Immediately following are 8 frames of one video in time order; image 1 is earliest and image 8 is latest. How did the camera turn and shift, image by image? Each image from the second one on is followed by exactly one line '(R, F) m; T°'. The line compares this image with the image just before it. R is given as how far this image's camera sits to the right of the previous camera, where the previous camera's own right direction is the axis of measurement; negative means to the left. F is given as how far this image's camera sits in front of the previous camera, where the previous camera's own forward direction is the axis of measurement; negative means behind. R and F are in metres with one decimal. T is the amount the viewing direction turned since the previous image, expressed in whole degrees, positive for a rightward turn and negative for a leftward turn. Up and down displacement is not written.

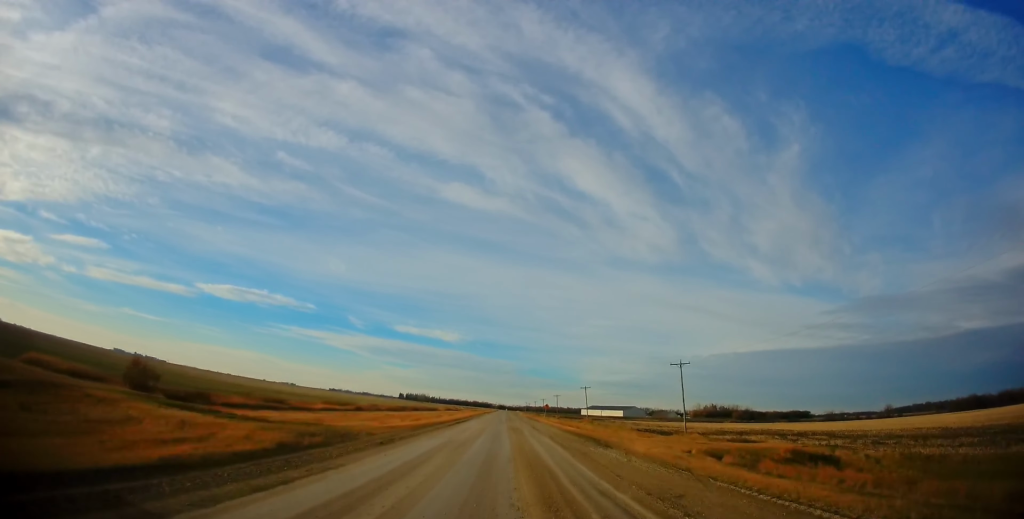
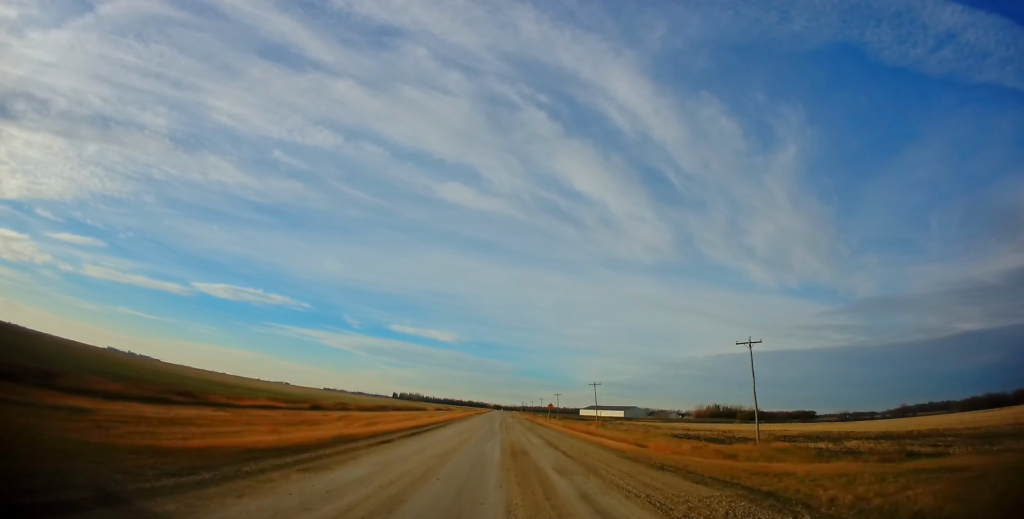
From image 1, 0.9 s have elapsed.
(0.0, +20.8) m; 0°
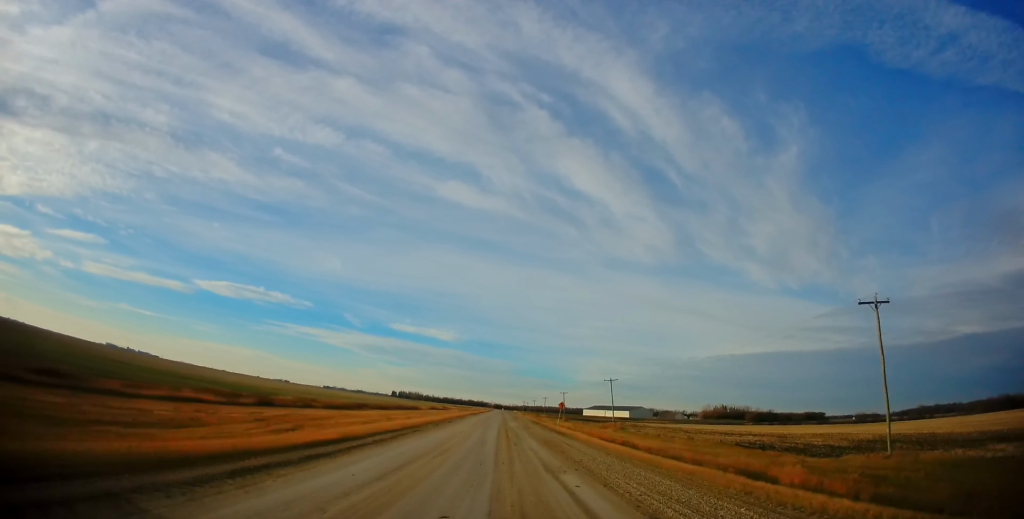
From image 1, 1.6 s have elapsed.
(+0.2, +17.3) m; 0°
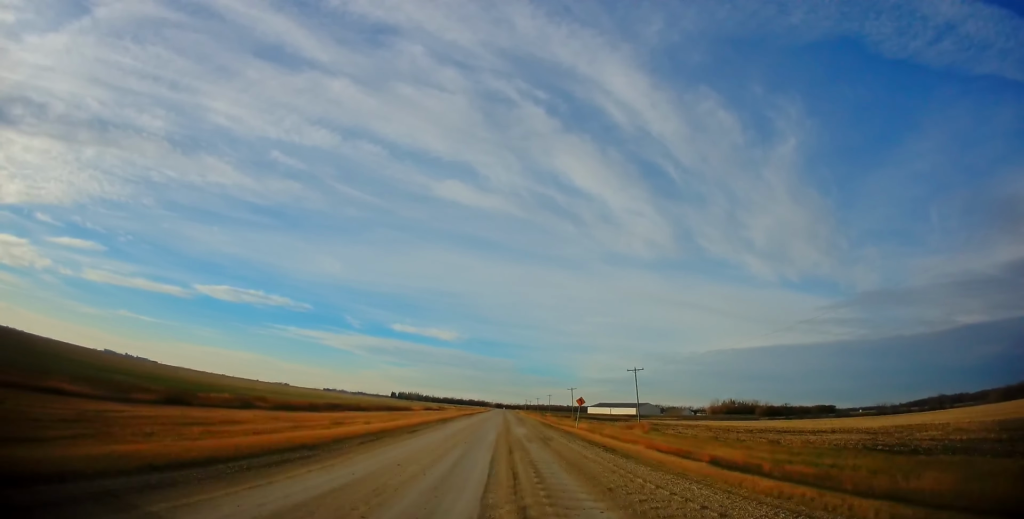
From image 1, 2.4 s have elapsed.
(-0.1, +18.1) m; 0°
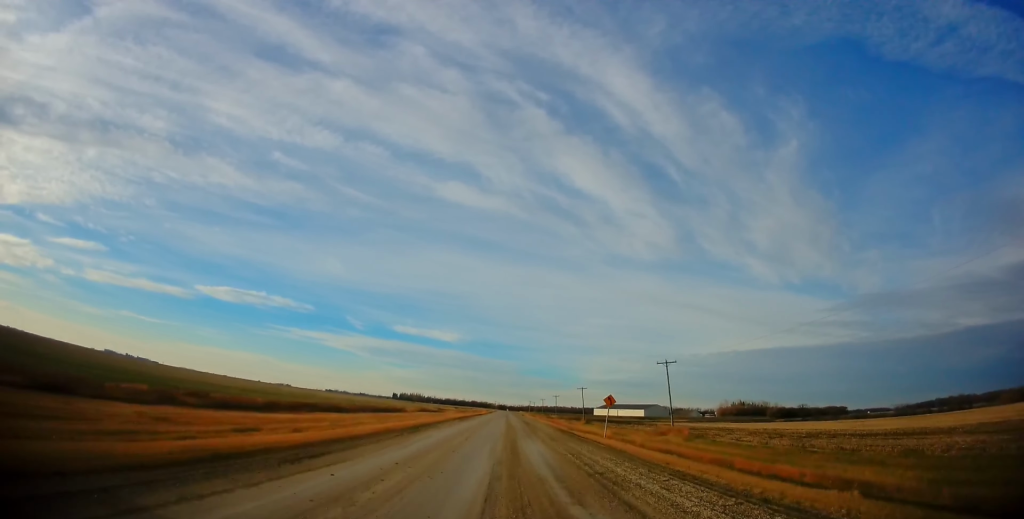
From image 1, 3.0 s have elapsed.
(0.0, +15.0) m; 0°
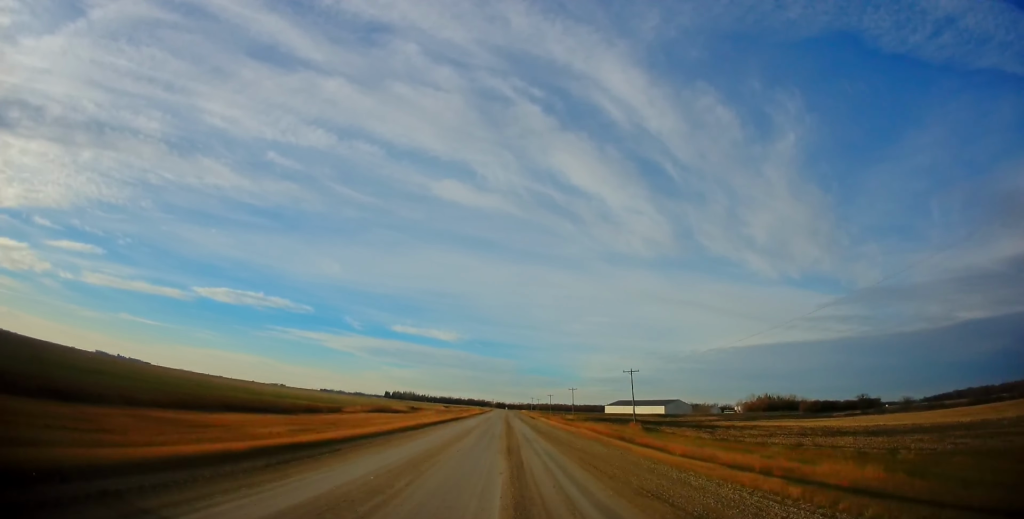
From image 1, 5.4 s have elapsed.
(+0.5, +55.4) m; +1°
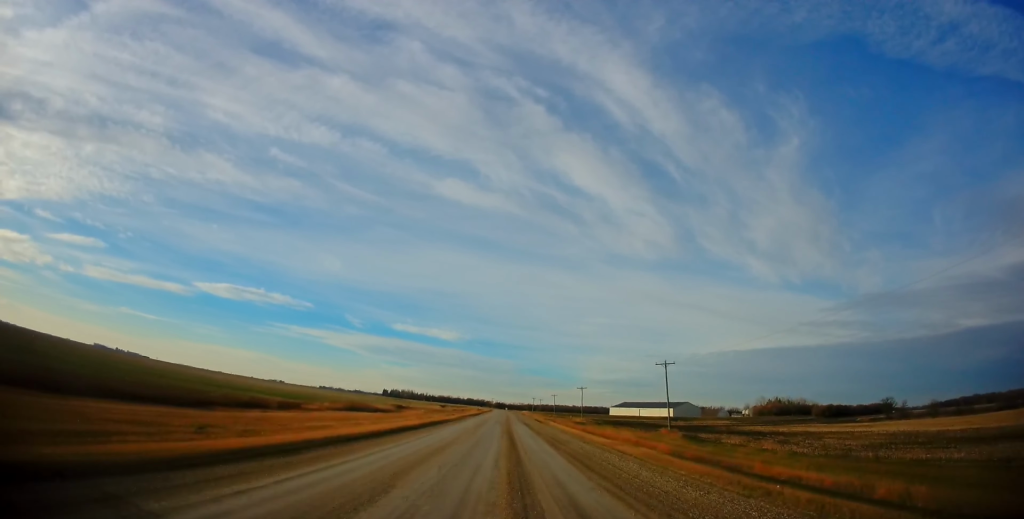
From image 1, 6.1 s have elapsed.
(-0.1, +17.6) m; -1°
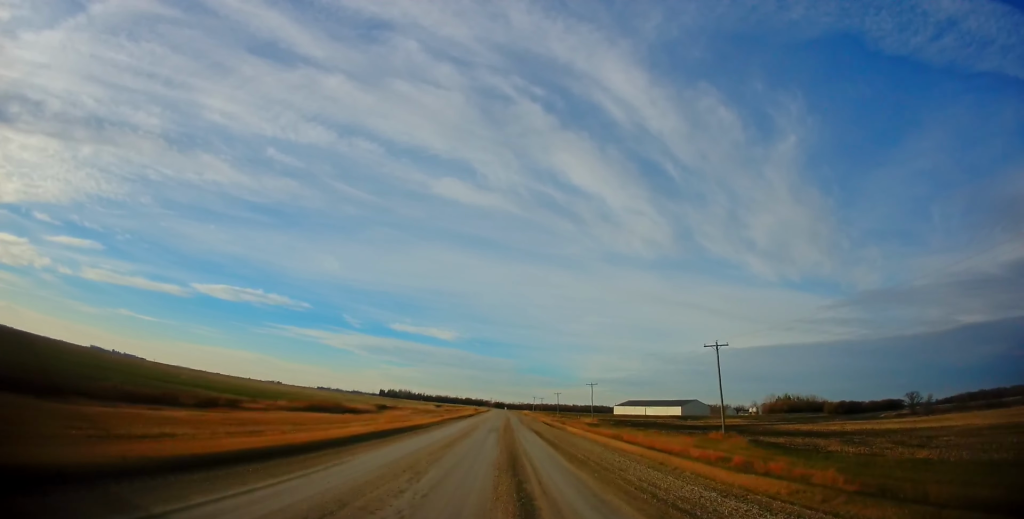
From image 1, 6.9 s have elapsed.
(-0.1, +16.5) m; 0°
